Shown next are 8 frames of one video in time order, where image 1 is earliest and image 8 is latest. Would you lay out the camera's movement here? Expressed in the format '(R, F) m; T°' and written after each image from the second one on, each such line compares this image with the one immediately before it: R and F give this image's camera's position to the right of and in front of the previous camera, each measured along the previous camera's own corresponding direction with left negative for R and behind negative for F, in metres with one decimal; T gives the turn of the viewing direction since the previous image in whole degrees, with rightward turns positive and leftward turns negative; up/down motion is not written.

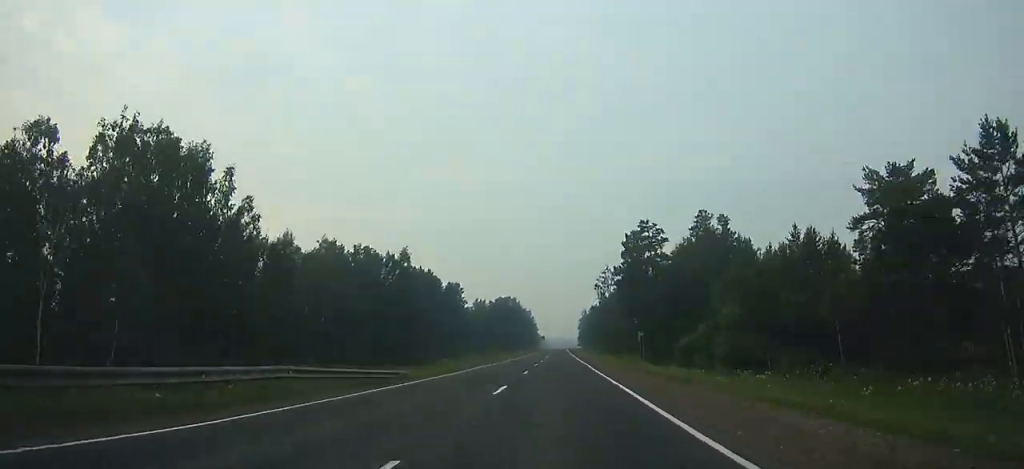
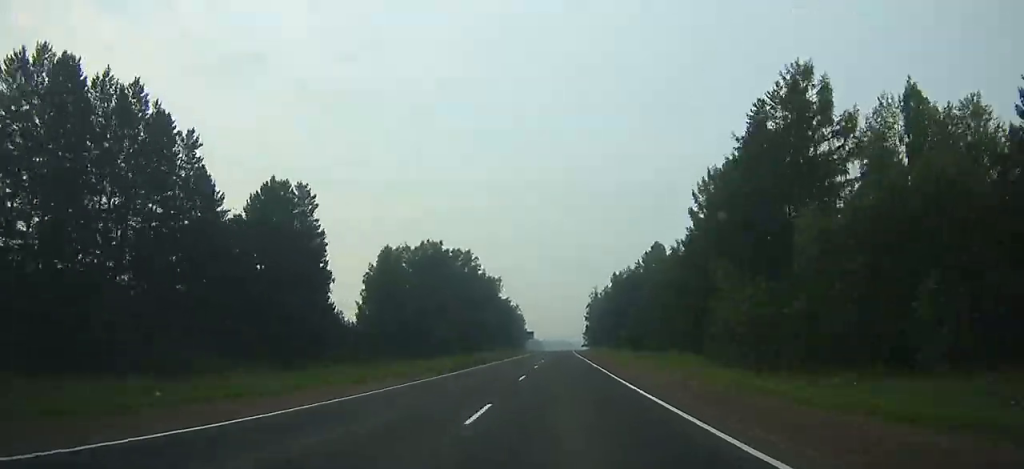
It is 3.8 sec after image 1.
(0.0, +112.2) m; 0°
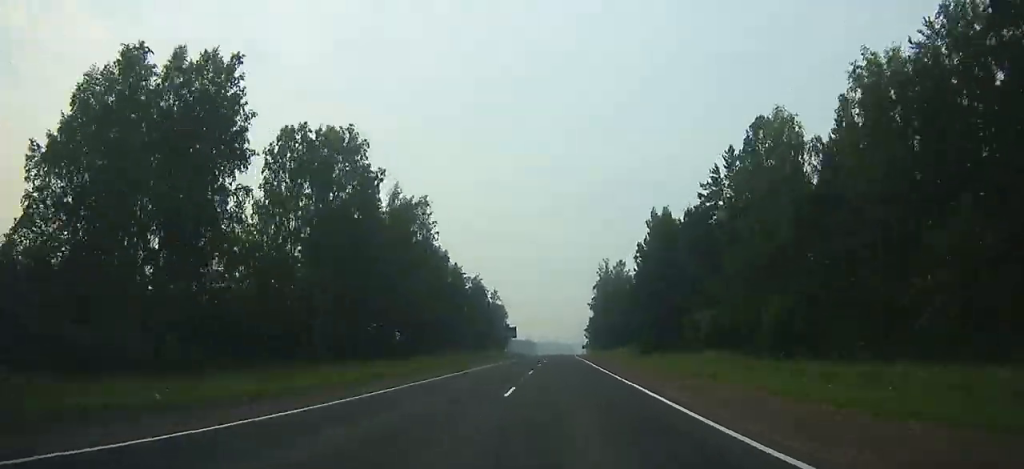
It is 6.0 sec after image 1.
(+0.3, +63.7) m; +1°
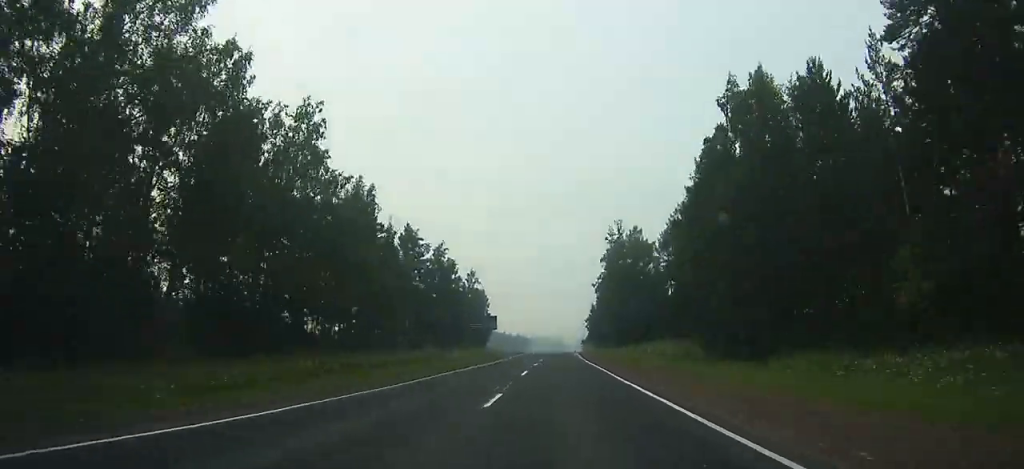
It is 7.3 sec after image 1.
(-0.1, +37.6) m; 0°
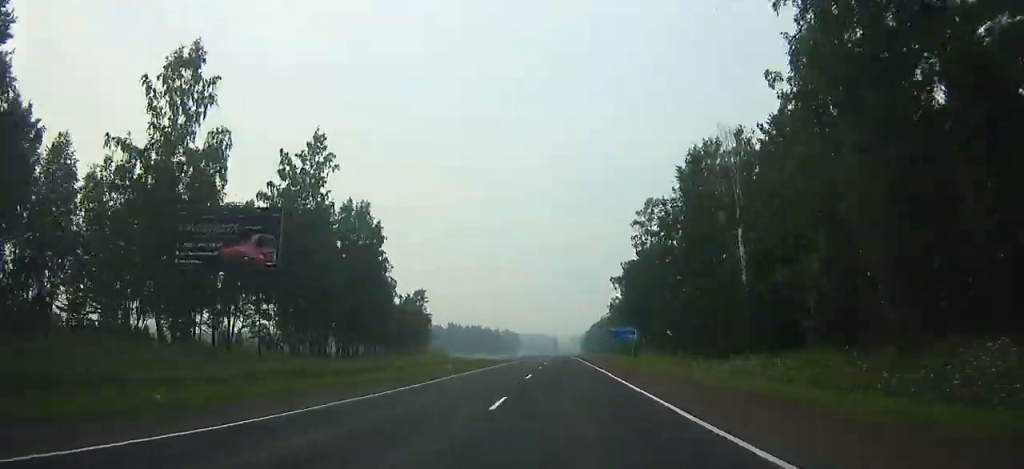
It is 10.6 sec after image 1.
(+0.7, +98.9) m; +1°
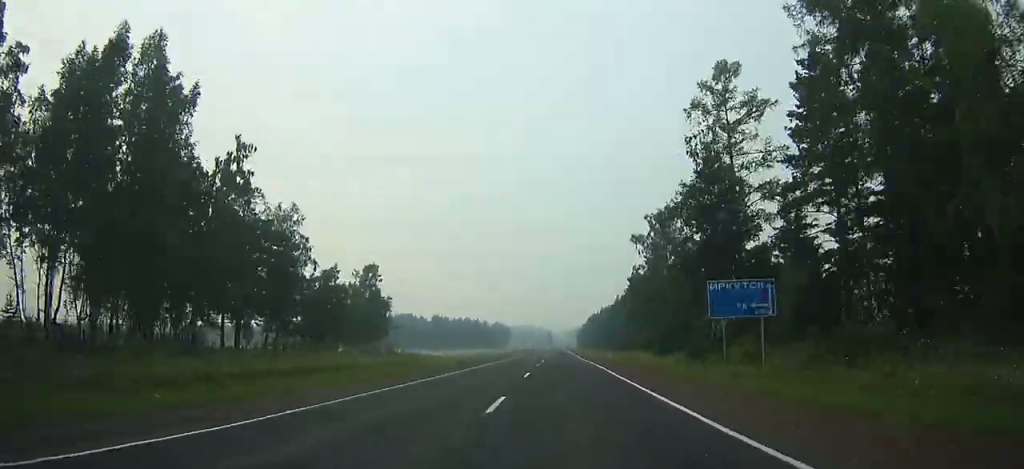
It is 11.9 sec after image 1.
(+0.1, +38.3) m; 0°
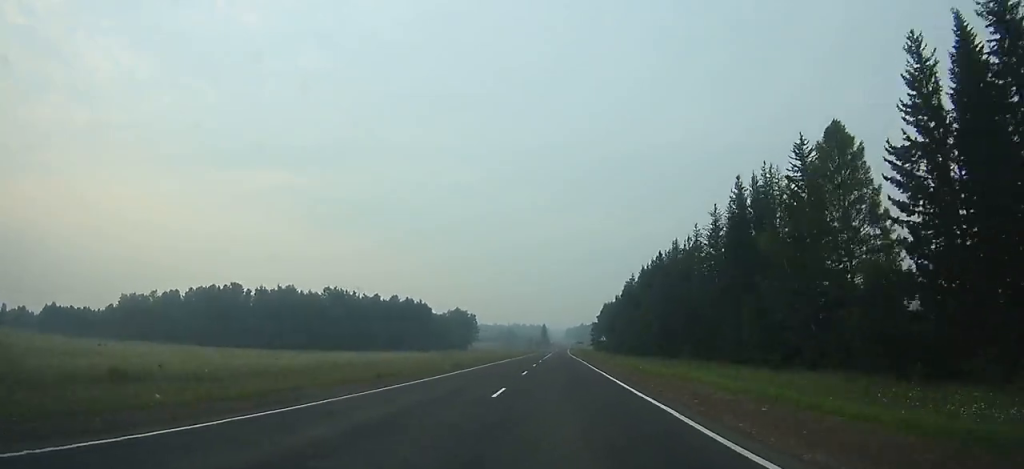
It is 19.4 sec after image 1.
(+1.7, +213.0) m; +1°
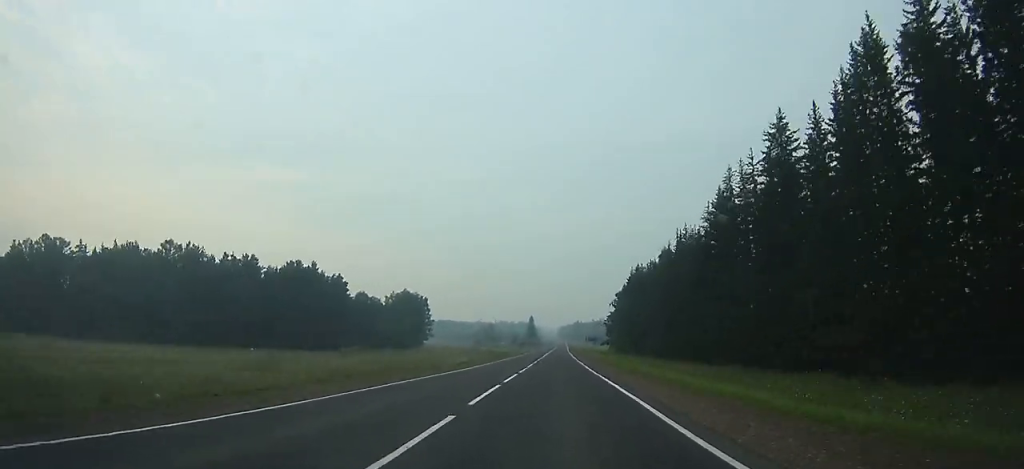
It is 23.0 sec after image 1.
(+0.3, +101.0) m; +1°
